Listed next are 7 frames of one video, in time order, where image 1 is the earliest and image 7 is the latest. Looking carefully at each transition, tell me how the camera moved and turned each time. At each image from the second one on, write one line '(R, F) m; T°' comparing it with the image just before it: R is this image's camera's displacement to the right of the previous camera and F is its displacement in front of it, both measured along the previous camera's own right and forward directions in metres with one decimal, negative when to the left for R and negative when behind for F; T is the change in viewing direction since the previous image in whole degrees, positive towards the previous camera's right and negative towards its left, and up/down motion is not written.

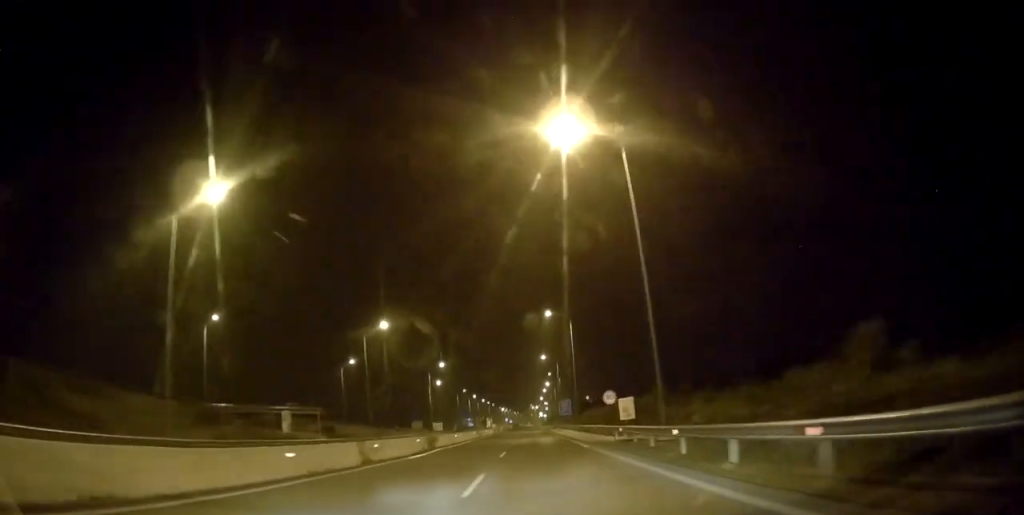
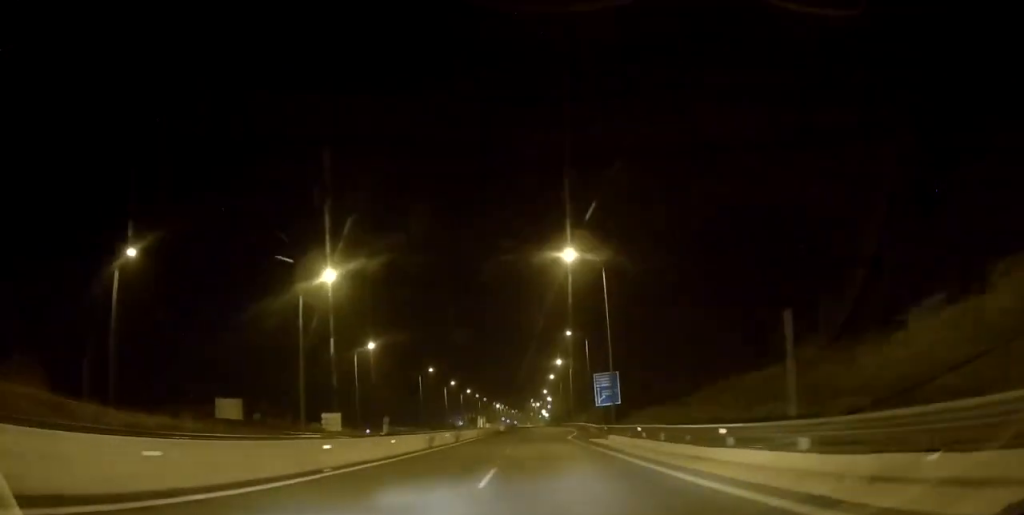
(+0.4, +61.6) m; -1°
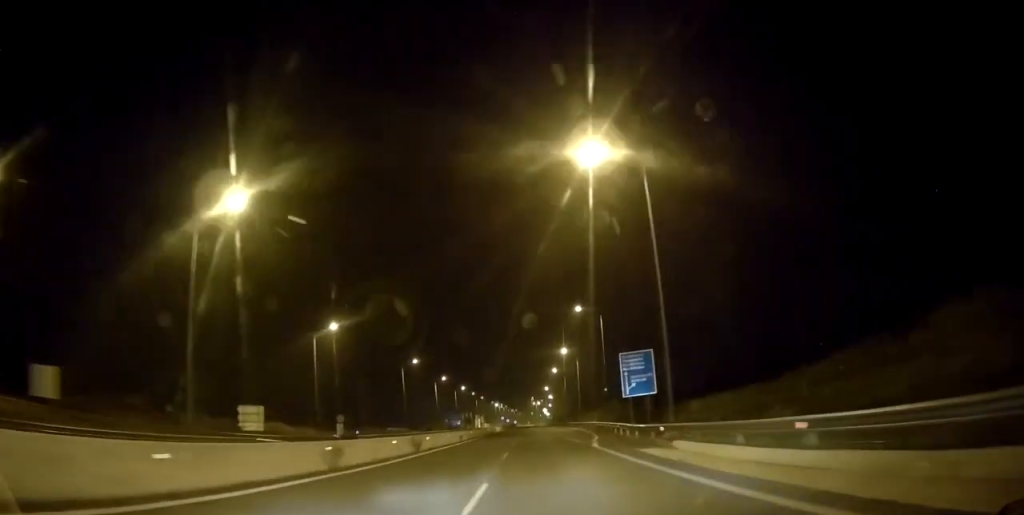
(-0.2, +15.8) m; 0°
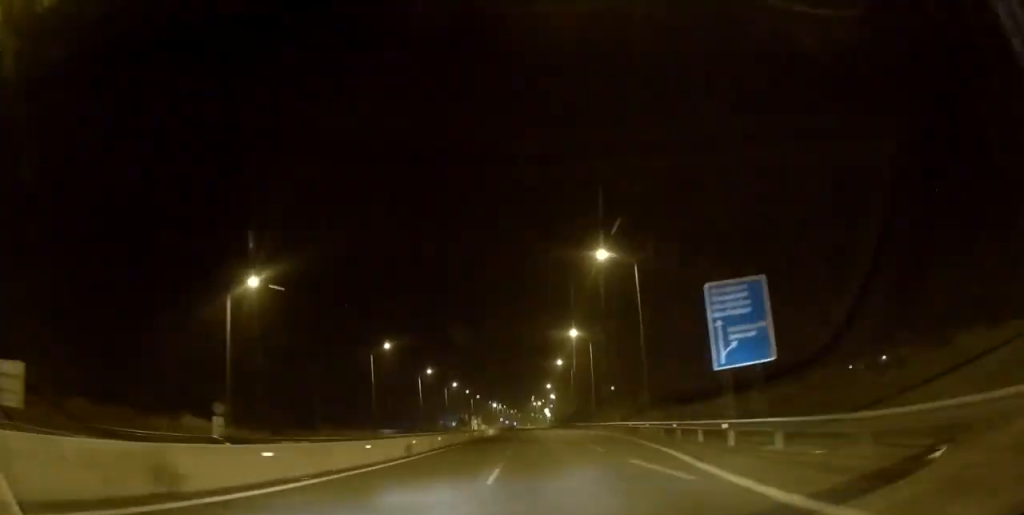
(+0.1, +20.1) m; +1°
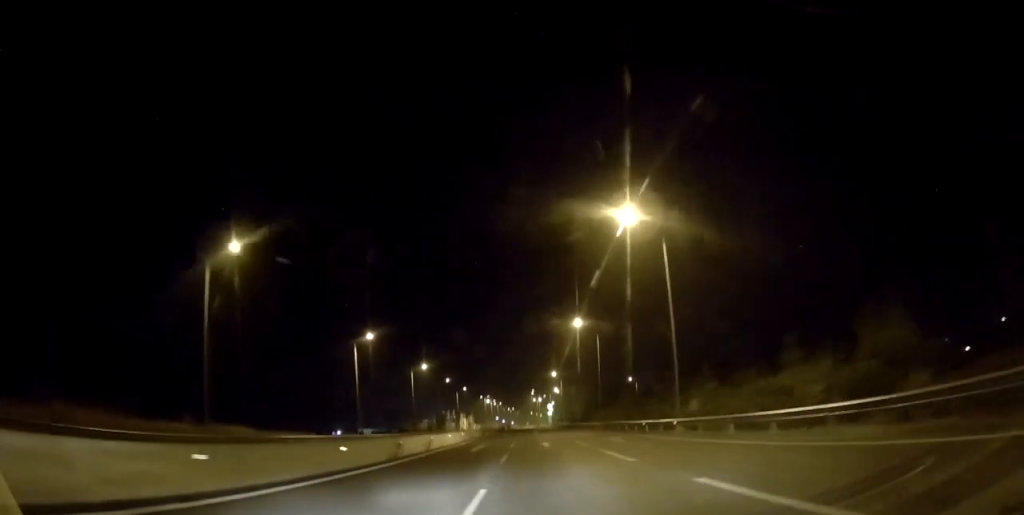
(+0.3, +42.9) m; 0°
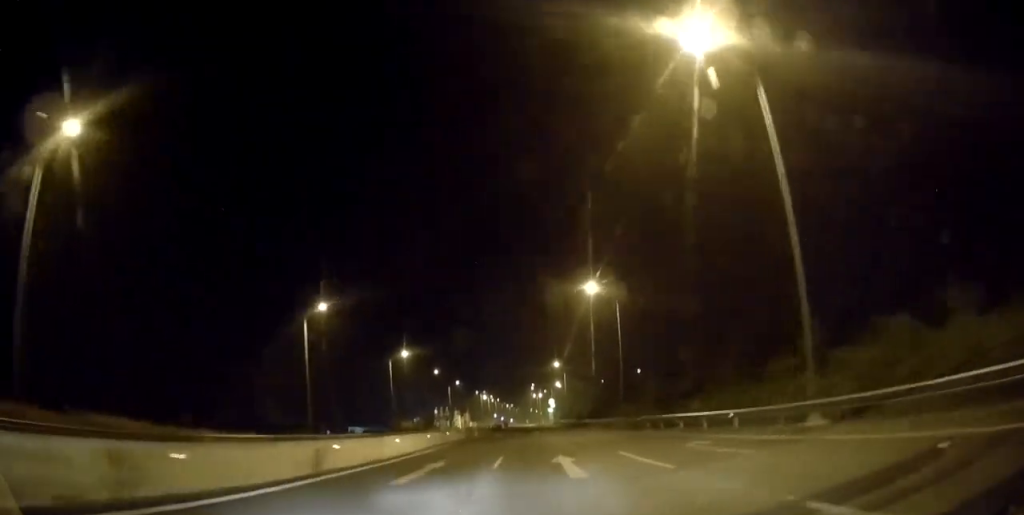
(0.0, +16.6) m; 0°
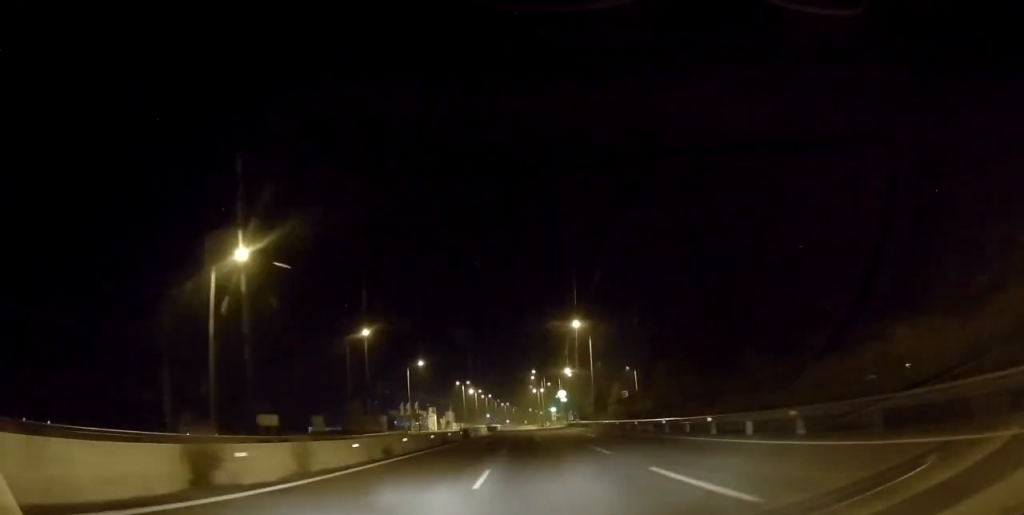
(+0.3, +54.1) m; +1°
